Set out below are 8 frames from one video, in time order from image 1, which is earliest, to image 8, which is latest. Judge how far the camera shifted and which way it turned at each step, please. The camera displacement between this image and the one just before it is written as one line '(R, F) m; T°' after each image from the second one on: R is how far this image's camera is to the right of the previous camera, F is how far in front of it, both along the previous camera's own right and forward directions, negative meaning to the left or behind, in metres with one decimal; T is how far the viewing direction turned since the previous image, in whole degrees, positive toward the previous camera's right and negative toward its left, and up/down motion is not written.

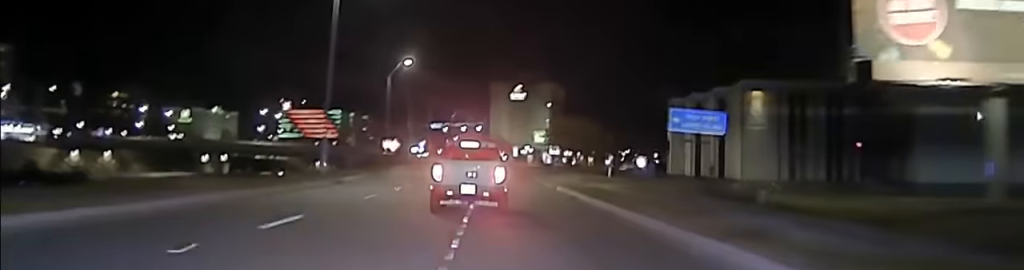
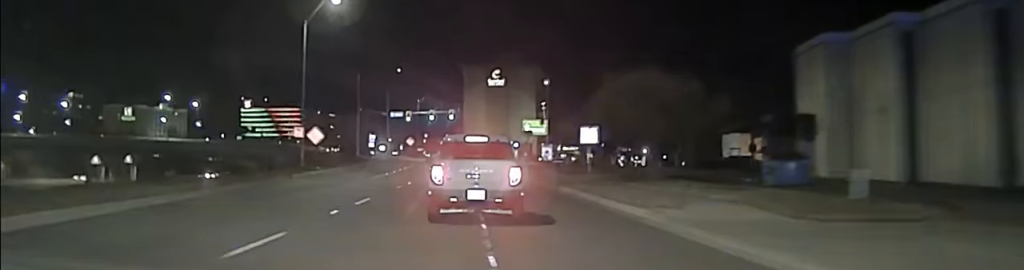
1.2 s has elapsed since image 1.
(+1.0, +37.5) m; +1°
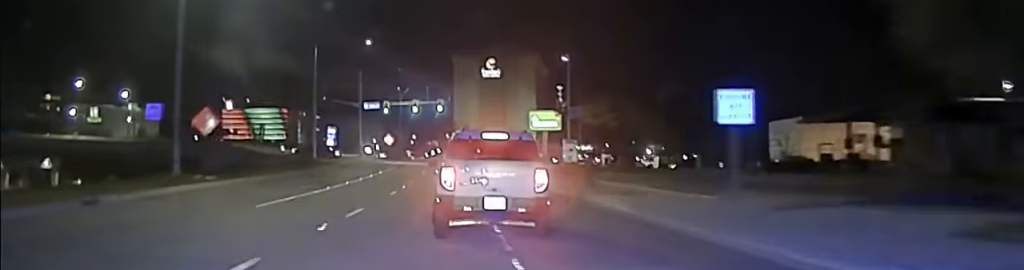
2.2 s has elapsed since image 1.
(-0.3, +26.3) m; -1°
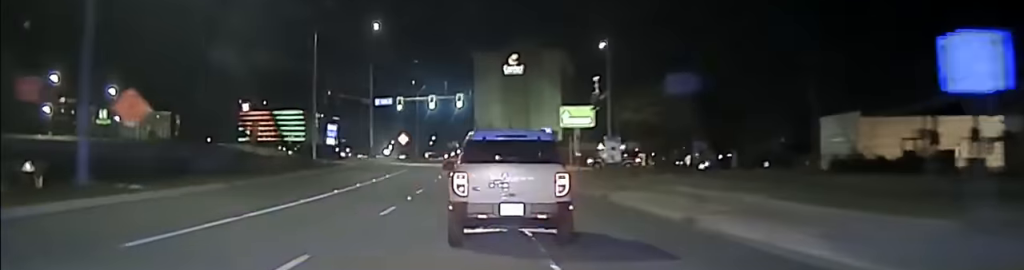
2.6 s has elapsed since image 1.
(-0.1, +10.9) m; -1°
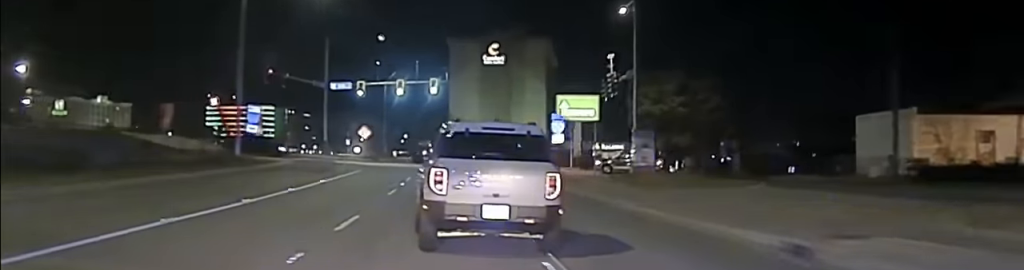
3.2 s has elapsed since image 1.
(-0.1, +17.1) m; 0°
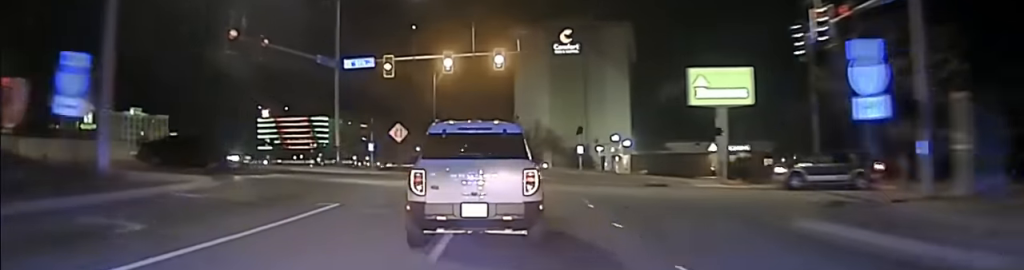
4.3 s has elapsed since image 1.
(-0.1, +26.6) m; 0°
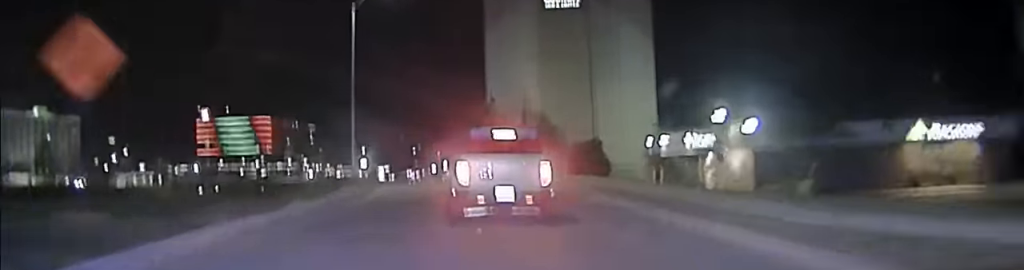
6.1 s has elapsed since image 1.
(+0.1, +45.3) m; 0°
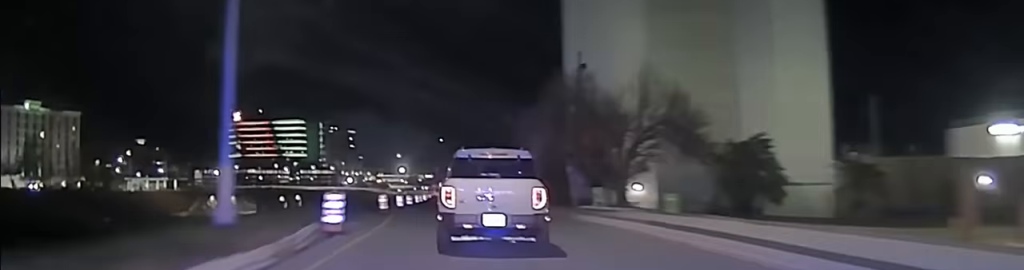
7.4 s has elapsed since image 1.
(-0.2, +31.6) m; -1°
